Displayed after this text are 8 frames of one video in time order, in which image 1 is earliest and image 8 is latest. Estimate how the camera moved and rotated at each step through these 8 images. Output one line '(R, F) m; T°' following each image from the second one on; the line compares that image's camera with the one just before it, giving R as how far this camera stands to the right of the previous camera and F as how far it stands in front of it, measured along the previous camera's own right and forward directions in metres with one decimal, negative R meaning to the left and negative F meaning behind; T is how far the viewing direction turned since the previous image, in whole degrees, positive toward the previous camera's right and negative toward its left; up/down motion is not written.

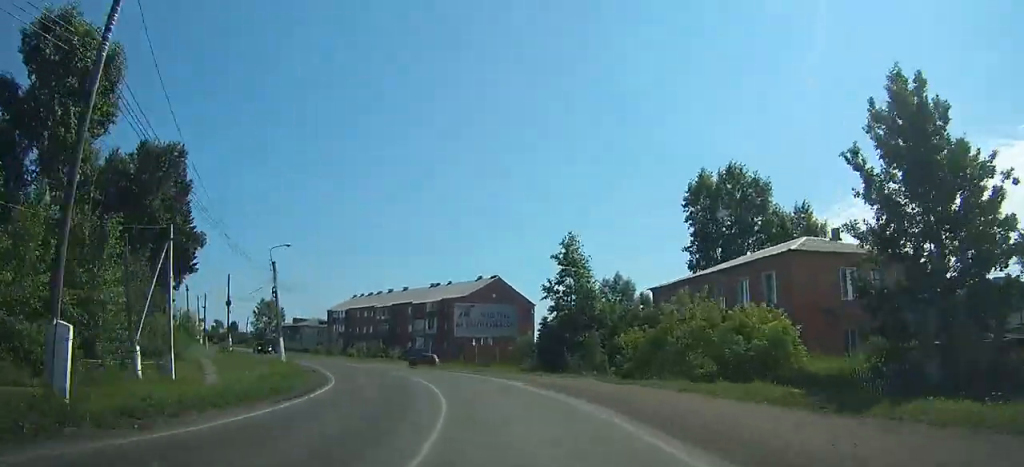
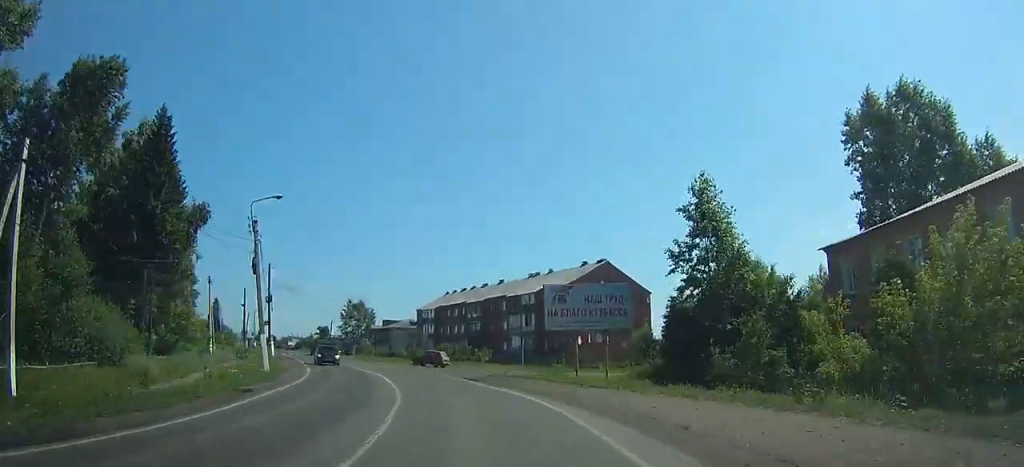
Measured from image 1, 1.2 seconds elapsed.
(-0.7, +15.6) m; -6°
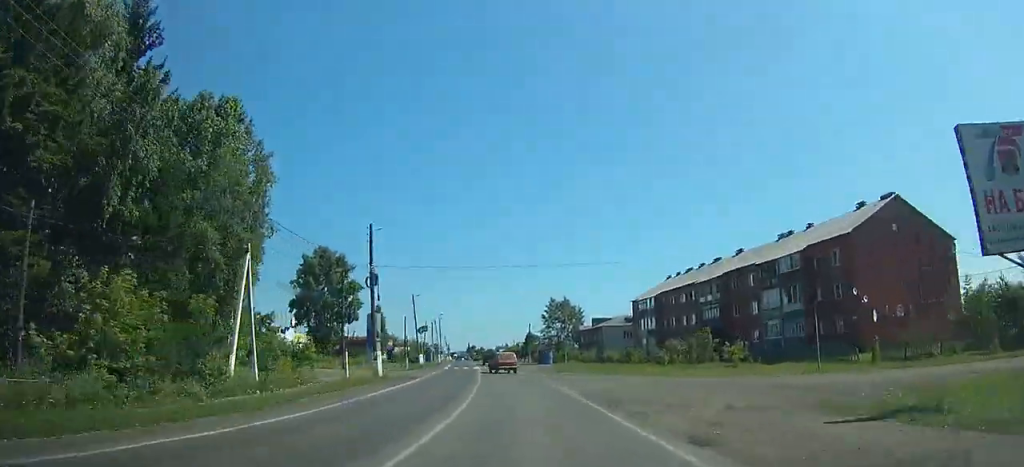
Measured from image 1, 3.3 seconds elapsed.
(-3.8, +27.1) m; -14°
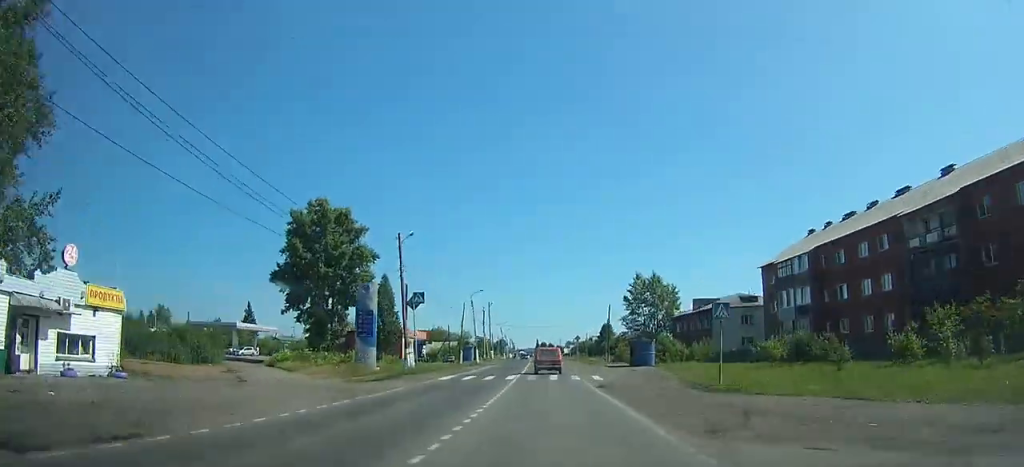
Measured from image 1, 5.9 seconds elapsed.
(-4.7, +31.7) m; -10°
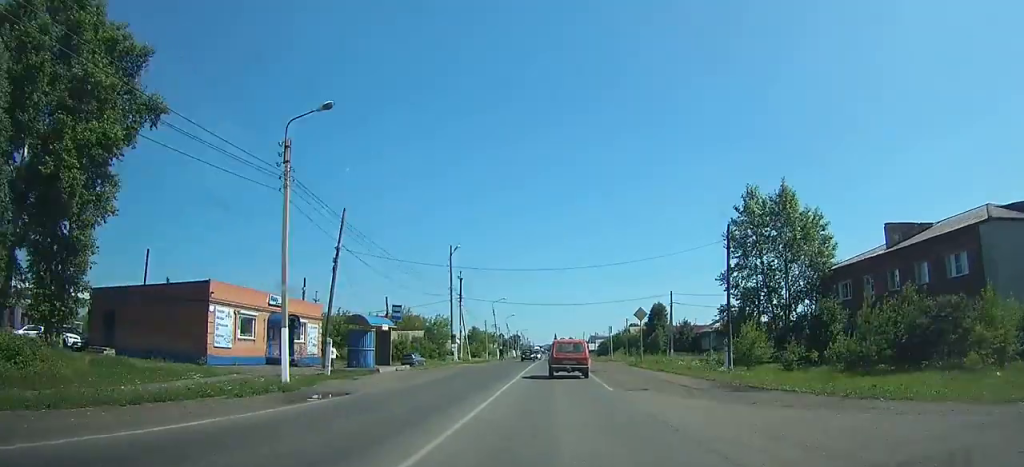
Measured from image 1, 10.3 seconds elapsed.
(-3.0, +48.8) m; -4°
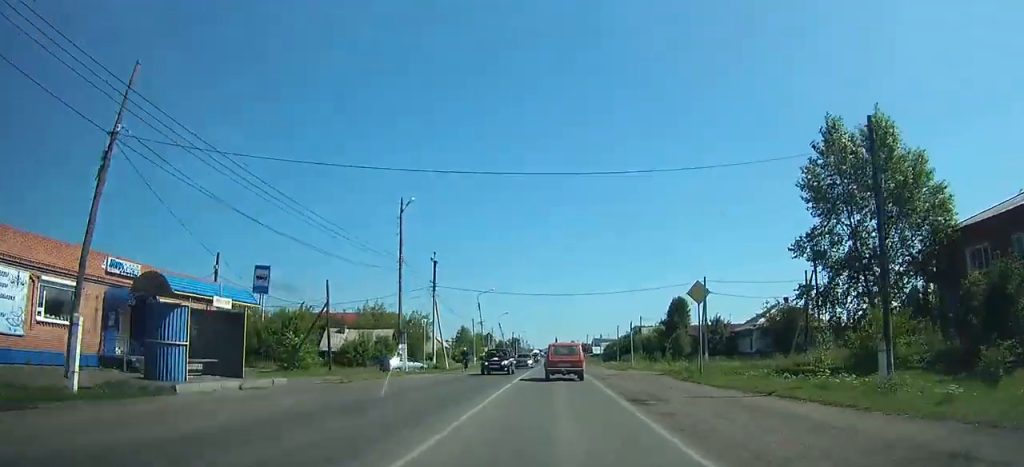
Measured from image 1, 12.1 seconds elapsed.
(+0.1, +17.7) m; 0°
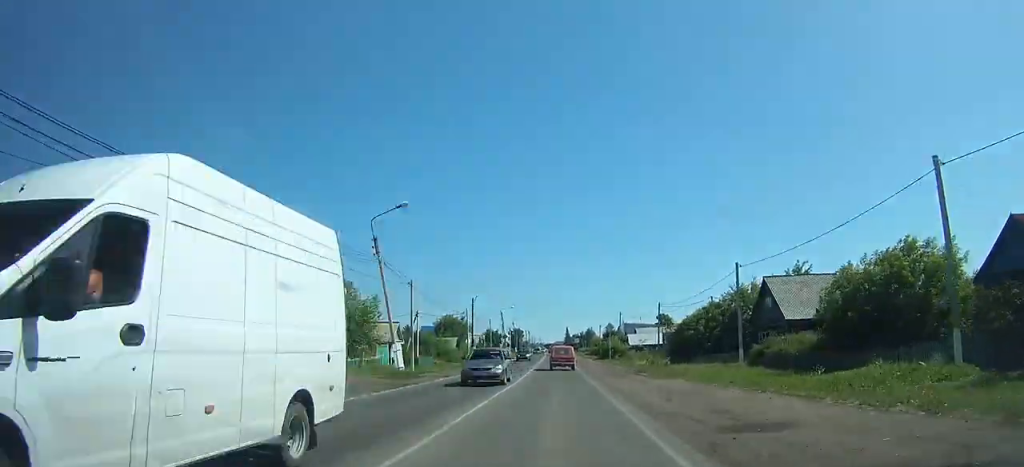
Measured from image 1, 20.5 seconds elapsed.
(-1.7, +74.8) m; -2°
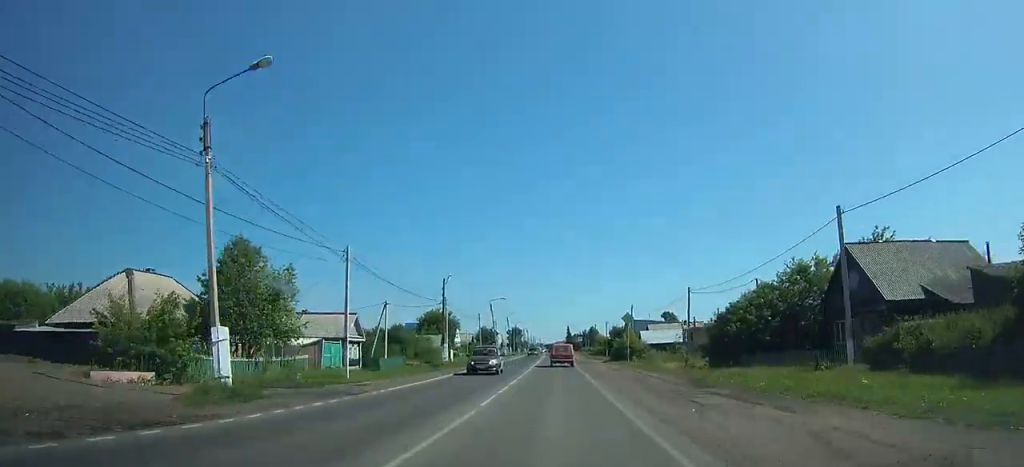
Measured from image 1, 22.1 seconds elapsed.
(-0.1, +14.9) m; 0°
